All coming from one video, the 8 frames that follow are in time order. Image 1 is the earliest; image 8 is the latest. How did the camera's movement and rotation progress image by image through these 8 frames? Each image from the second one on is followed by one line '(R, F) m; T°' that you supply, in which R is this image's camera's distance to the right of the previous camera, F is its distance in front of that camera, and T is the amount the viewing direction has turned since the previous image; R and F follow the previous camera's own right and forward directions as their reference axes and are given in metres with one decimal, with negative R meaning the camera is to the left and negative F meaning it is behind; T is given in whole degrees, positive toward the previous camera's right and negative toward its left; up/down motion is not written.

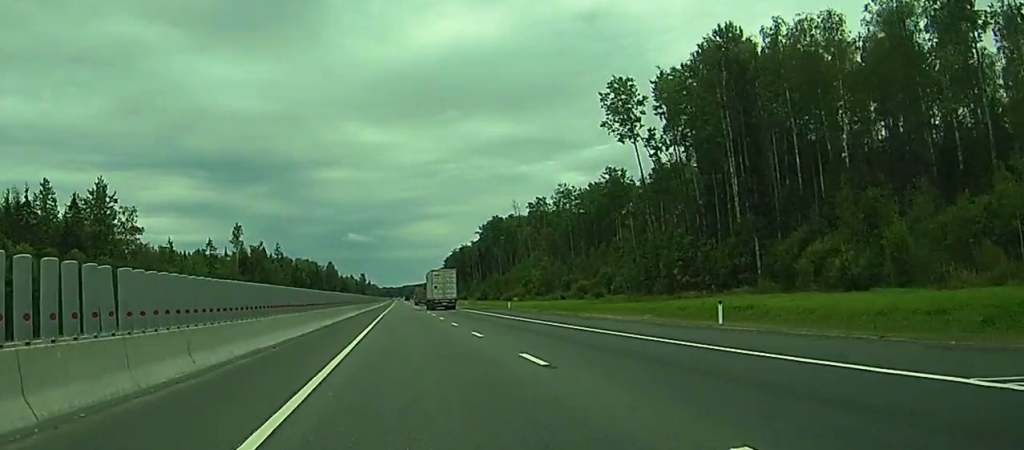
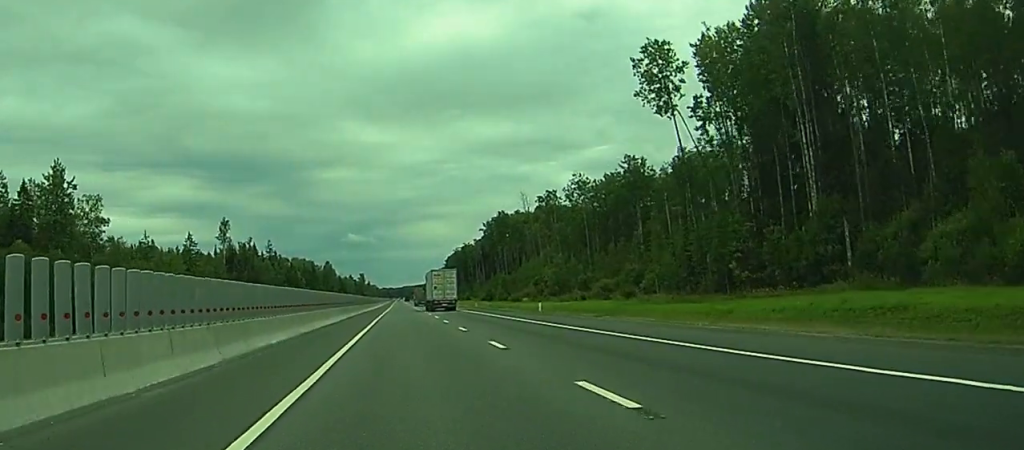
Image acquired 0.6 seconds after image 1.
(0.0, +17.2) m; 0°
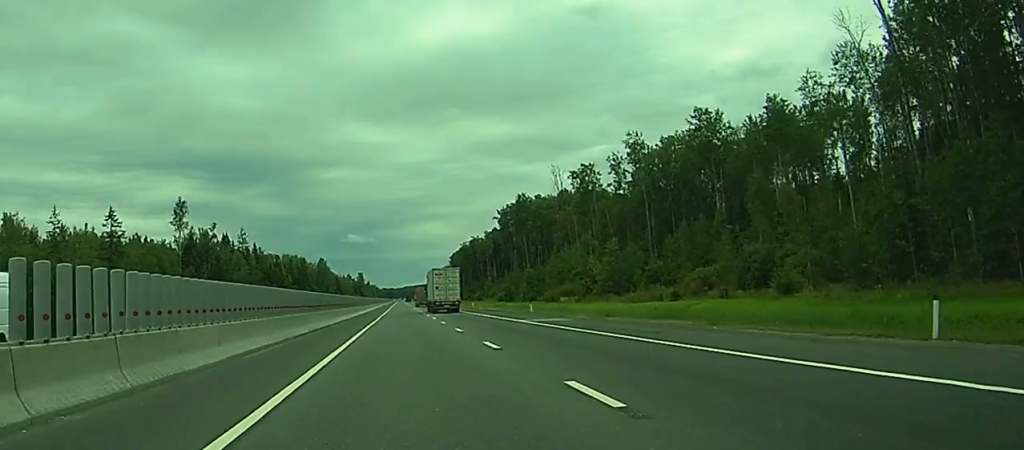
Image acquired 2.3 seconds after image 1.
(-0.3, +46.8) m; -1°
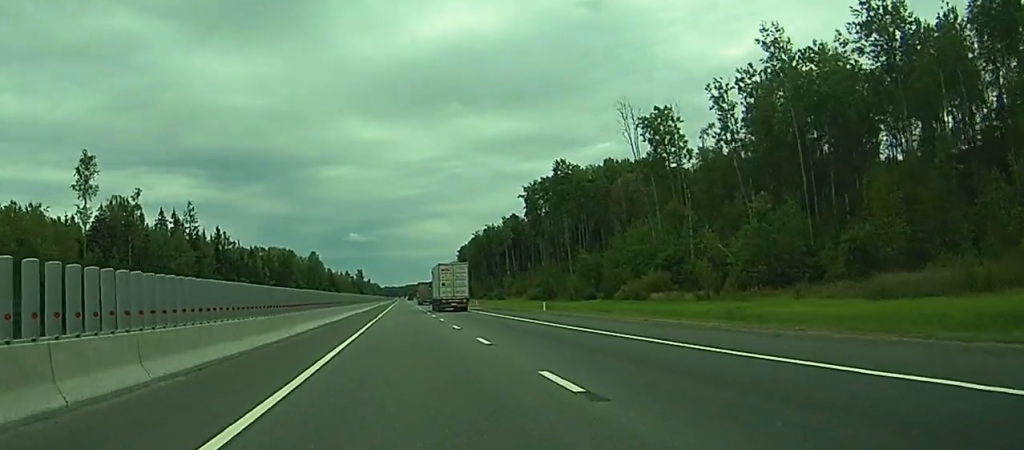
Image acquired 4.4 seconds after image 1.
(0.0, +59.1) m; 0°
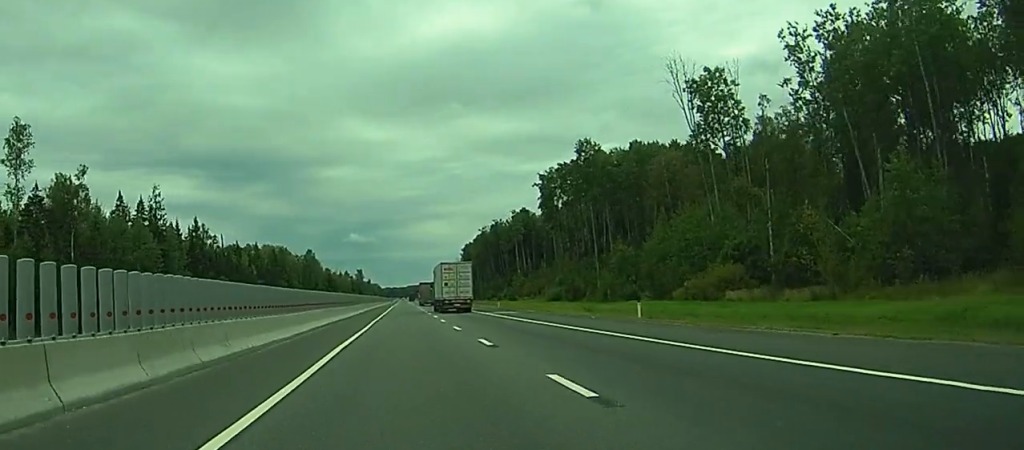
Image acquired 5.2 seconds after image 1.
(0.0, +24.8) m; 0°
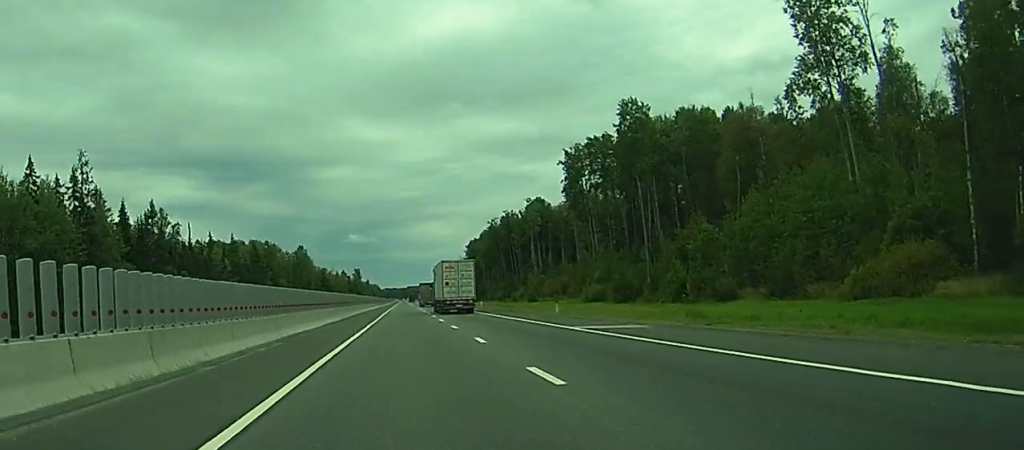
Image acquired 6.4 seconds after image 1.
(0.0, +34.2) m; 0°
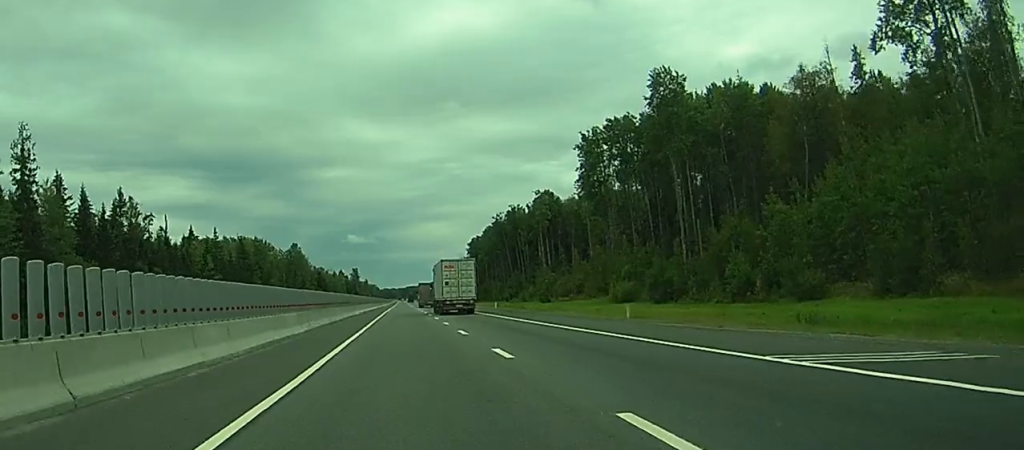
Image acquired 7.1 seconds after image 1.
(+0.1, +18.0) m; 0°
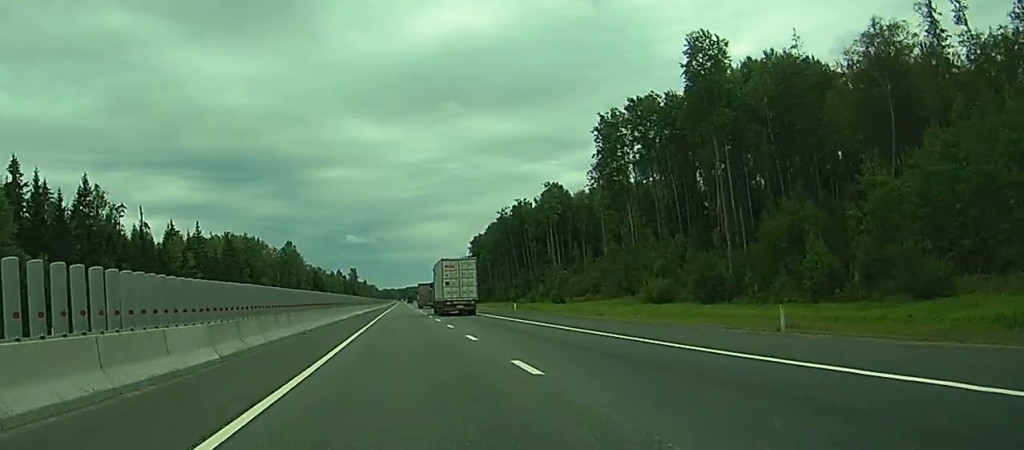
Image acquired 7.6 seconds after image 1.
(+0.1, +16.1) m; 0°
